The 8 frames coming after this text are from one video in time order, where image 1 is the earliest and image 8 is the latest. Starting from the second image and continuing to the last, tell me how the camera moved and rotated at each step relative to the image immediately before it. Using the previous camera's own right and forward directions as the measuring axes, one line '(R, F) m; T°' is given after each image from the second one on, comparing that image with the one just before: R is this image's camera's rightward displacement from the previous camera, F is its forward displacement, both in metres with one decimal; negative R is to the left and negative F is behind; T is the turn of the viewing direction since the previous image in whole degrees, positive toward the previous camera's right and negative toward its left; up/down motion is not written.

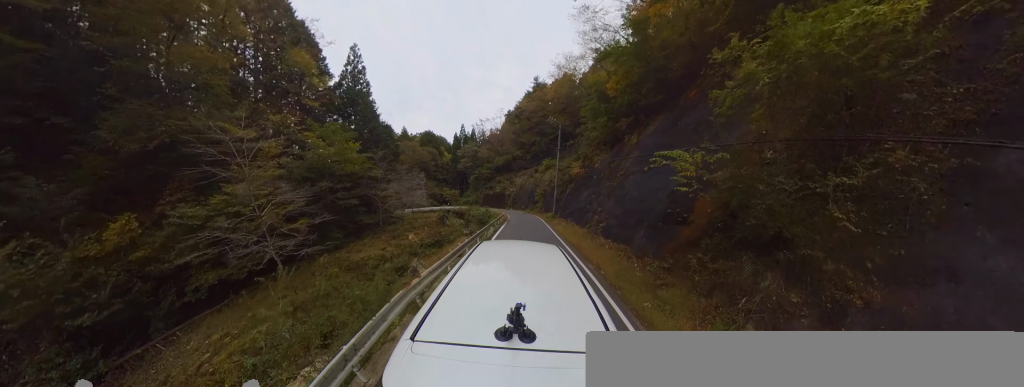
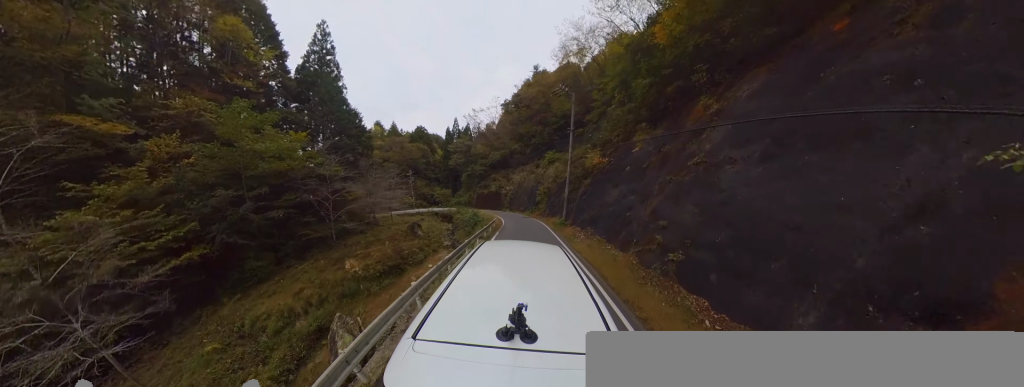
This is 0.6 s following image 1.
(0.0, +5.6) m; +3°
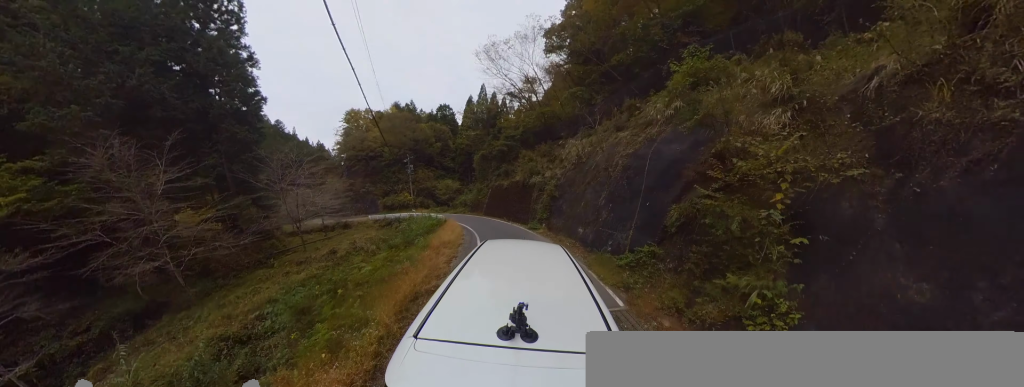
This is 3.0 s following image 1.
(-0.5, +19.5) m; -25°
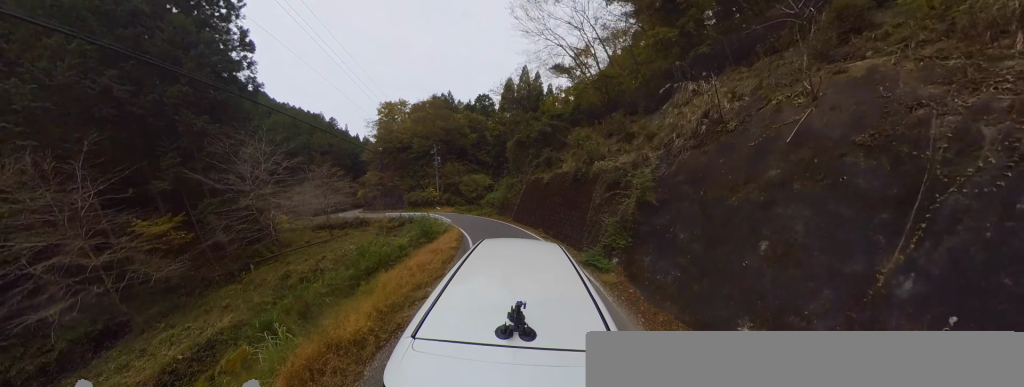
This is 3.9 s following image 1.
(-1.3, +6.4) m; -21°
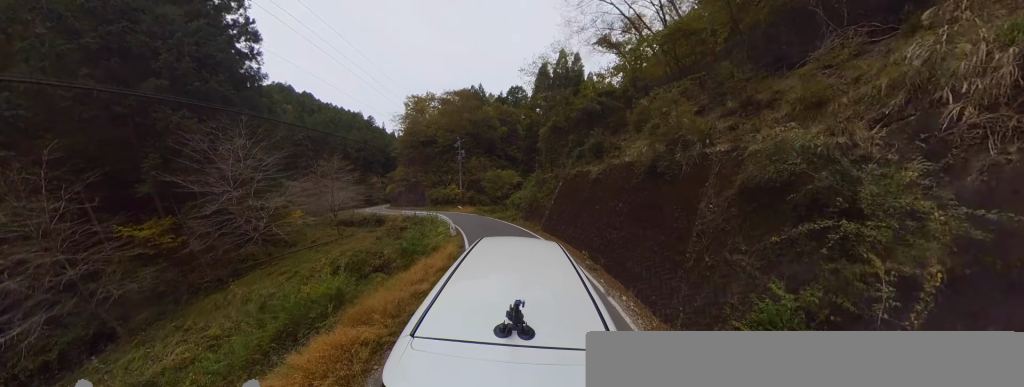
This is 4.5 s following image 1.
(-0.4, +4.2) m; -14°
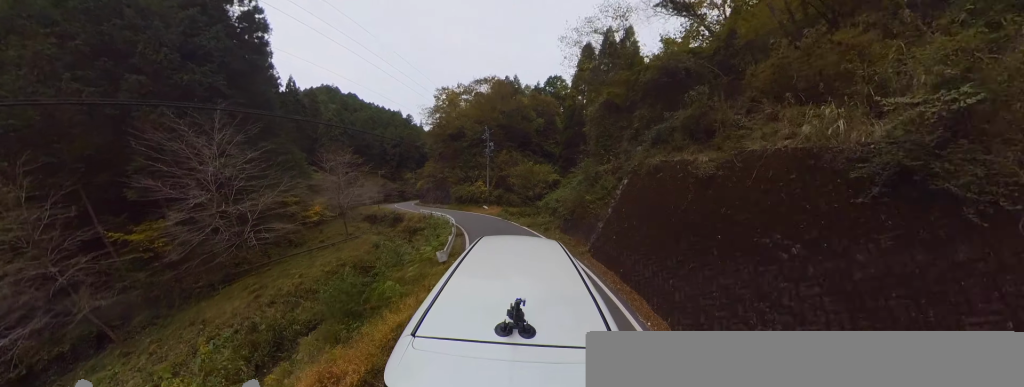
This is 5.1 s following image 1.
(-0.3, +4.3) m; -16°
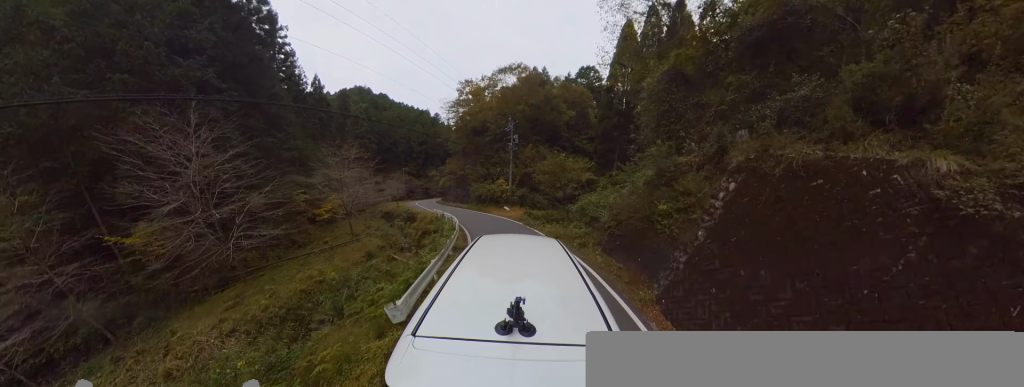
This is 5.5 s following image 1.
(-0.5, +3.1) m; -8°
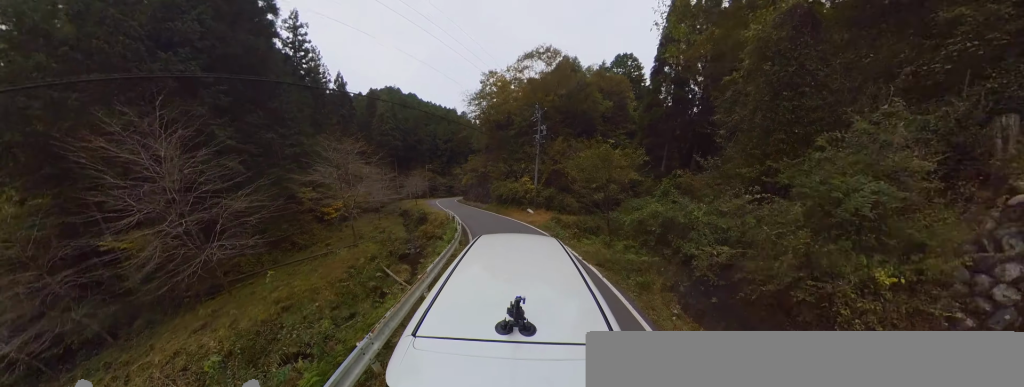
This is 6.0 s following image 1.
(-0.6, +3.3) m; -6°
